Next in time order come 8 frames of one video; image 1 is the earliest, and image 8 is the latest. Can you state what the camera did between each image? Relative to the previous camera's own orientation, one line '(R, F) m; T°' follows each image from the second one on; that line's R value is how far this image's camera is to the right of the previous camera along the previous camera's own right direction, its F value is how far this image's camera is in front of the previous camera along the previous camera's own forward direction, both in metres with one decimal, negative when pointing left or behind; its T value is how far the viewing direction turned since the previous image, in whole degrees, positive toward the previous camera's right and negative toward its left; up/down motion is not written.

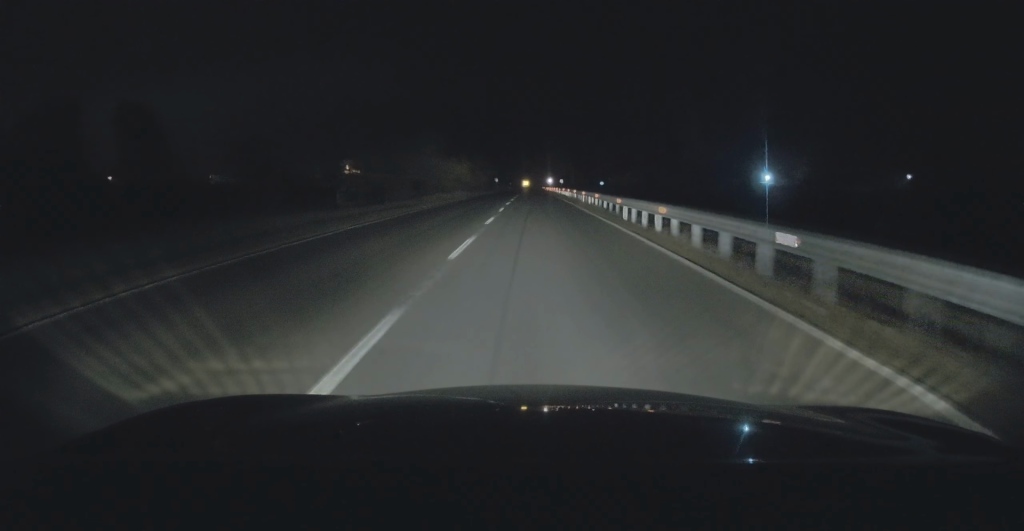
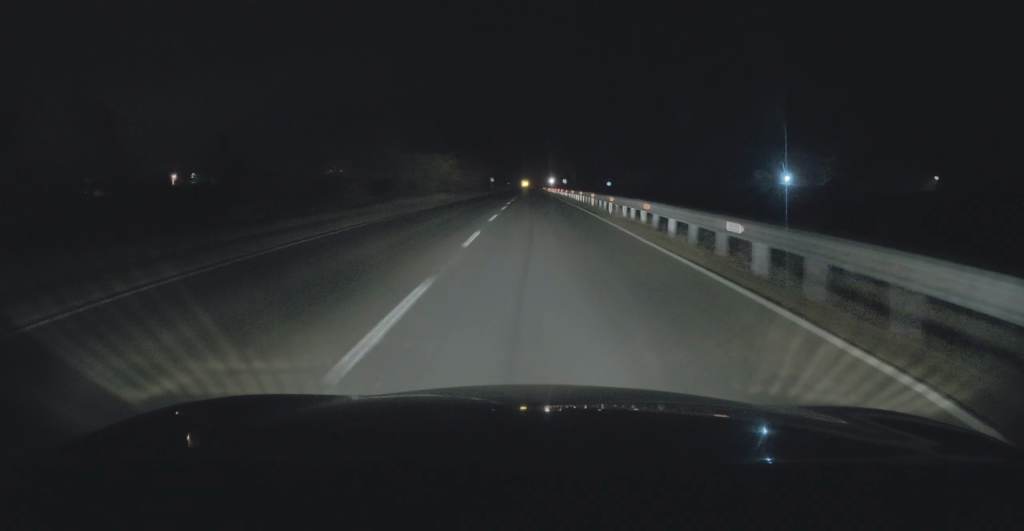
(+0.1, +13.7) m; 0°
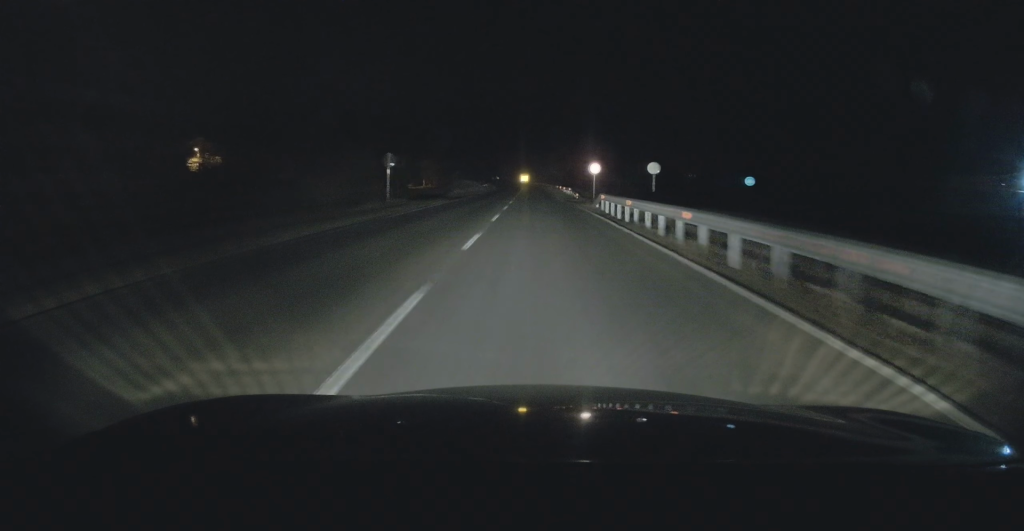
(-0.6, +85.3) m; 0°
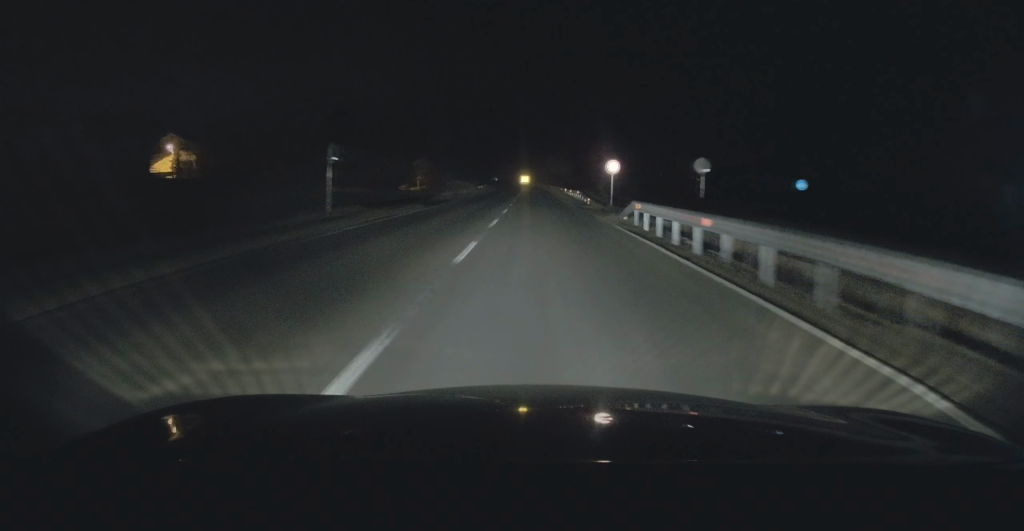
(0.0, +9.6) m; 0°
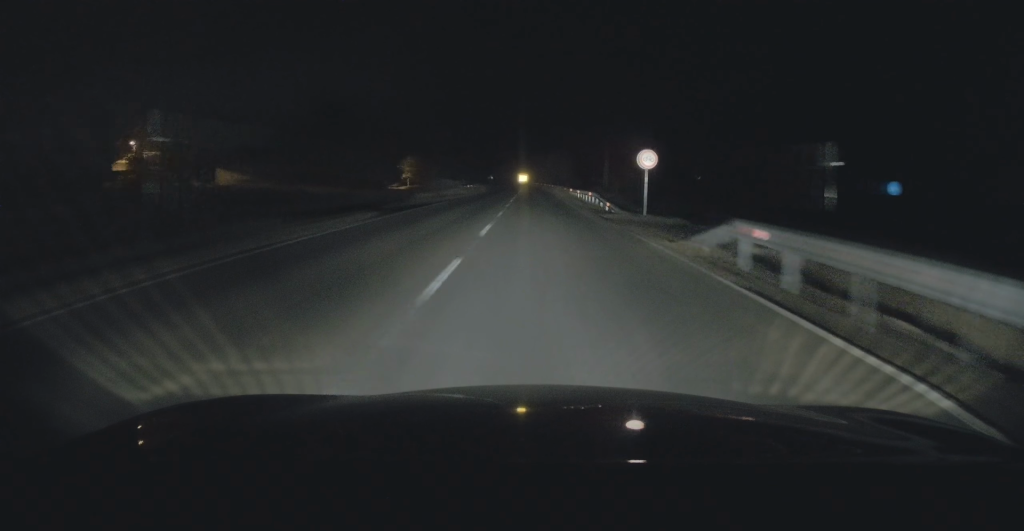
(0.0, +10.9) m; 0°
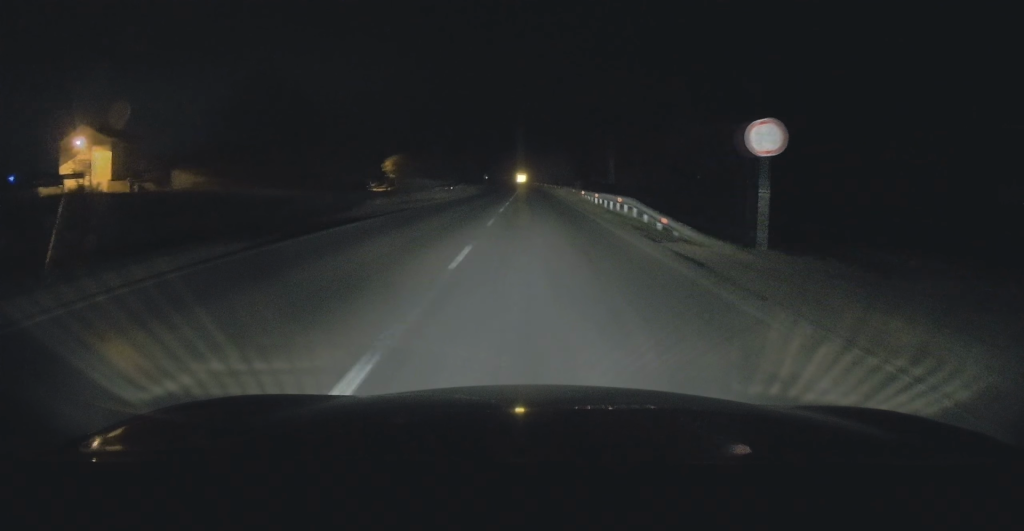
(+0.1, +13.0) m; 0°
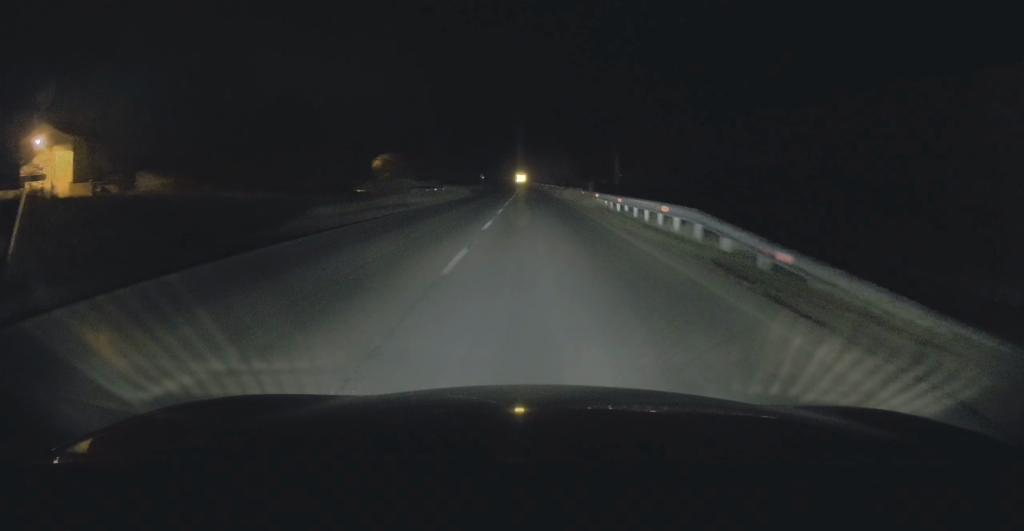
(-0.1, +8.6) m; 0°
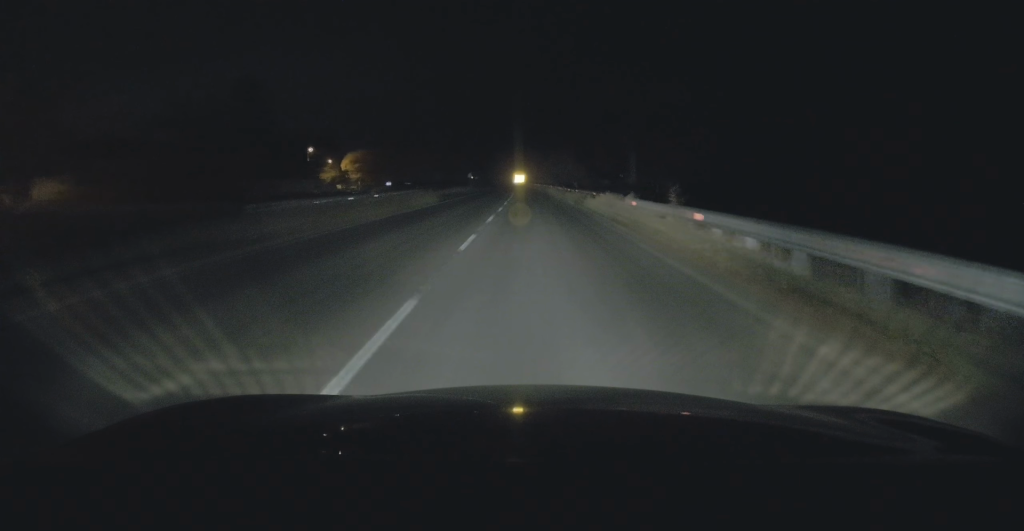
(-0.2, +20.0) m; 0°
